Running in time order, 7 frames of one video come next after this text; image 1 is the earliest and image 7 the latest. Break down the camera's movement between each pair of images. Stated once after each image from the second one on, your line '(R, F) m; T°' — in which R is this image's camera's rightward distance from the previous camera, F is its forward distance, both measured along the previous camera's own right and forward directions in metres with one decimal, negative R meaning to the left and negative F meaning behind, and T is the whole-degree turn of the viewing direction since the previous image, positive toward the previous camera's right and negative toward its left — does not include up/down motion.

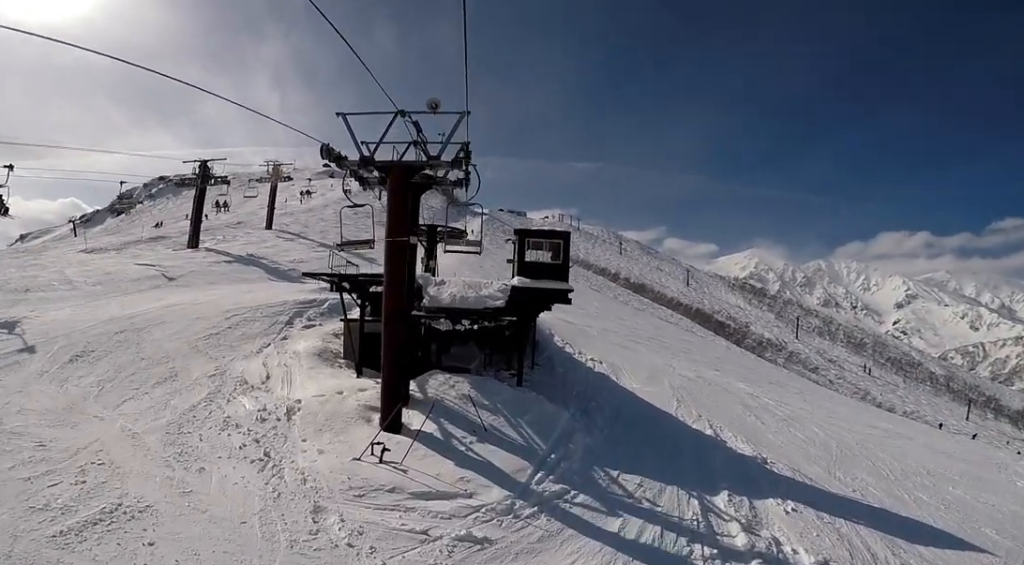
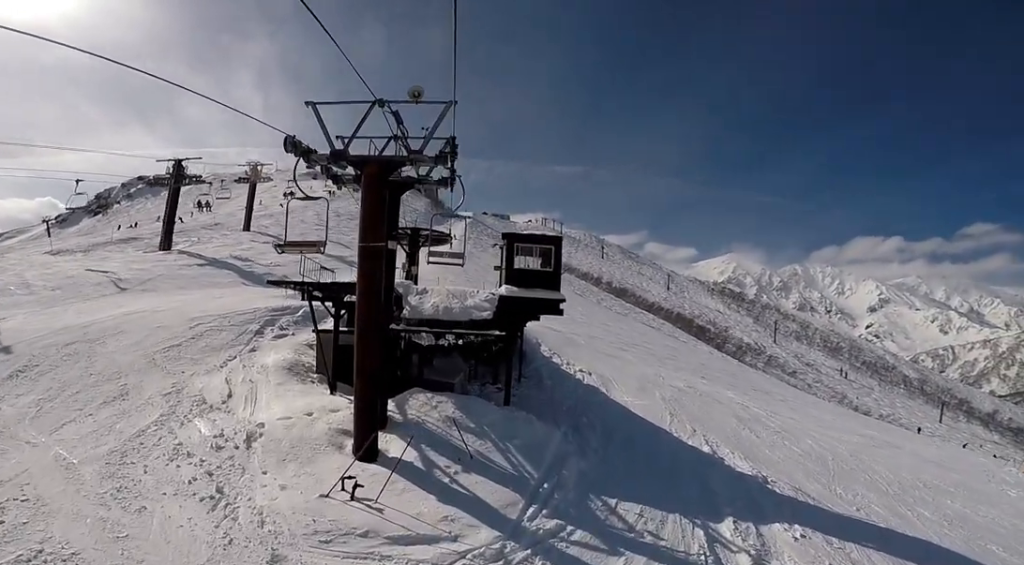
(0.0, +1.4) m; 0°
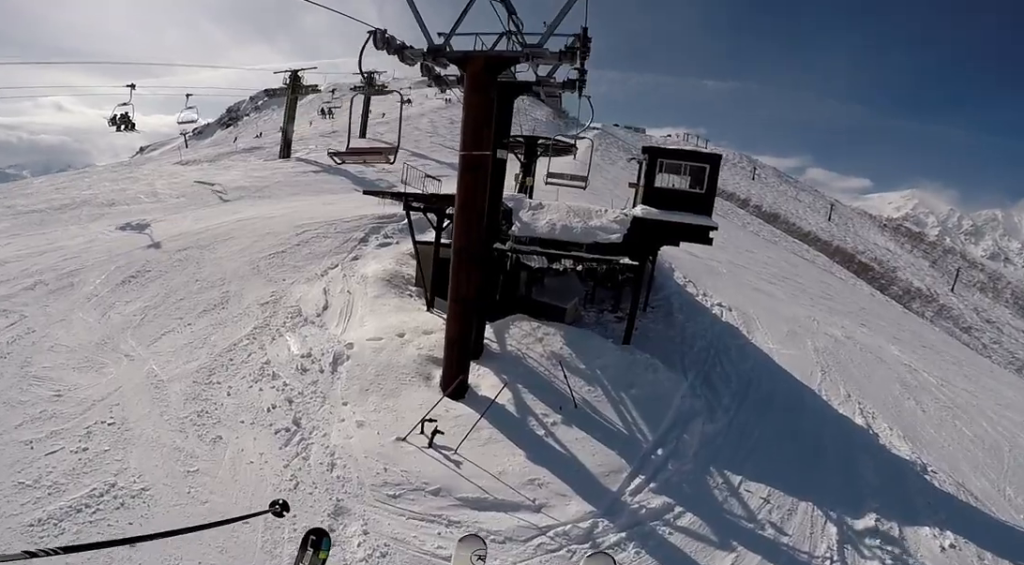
(0.0, +1.4) m; 0°
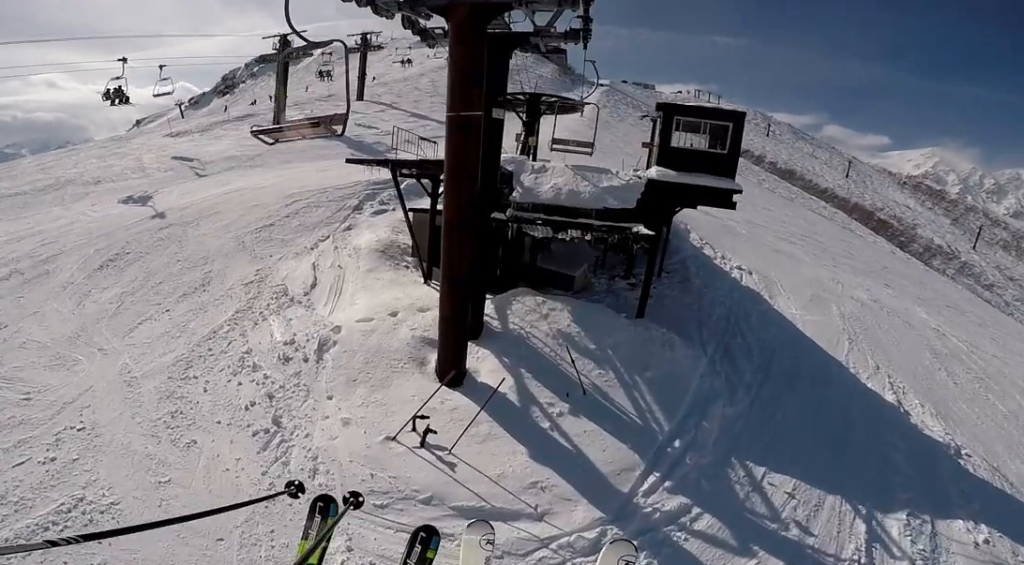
(0.0, +1.0) m; 0°
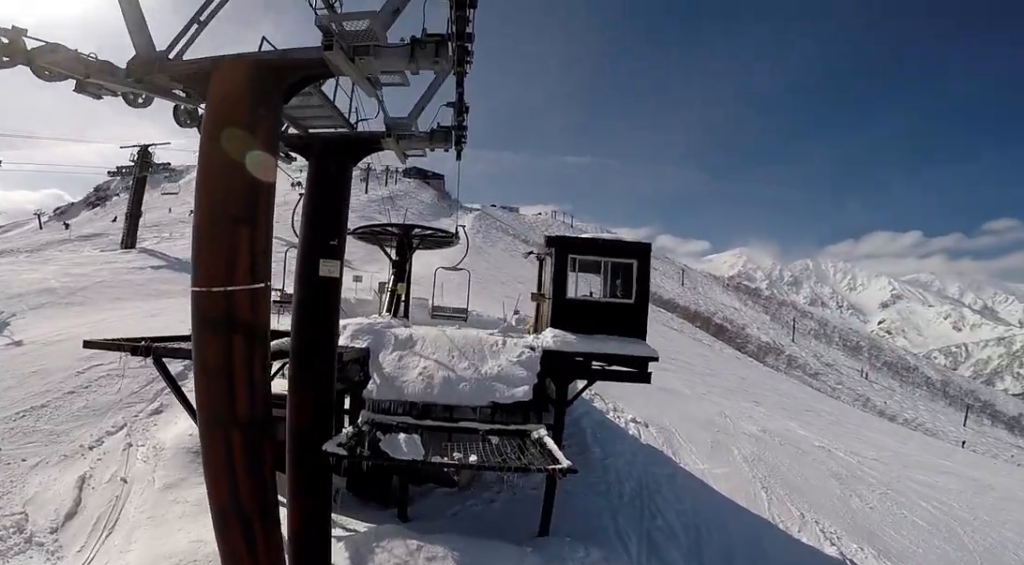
(0.0, +3.7) m; 0°
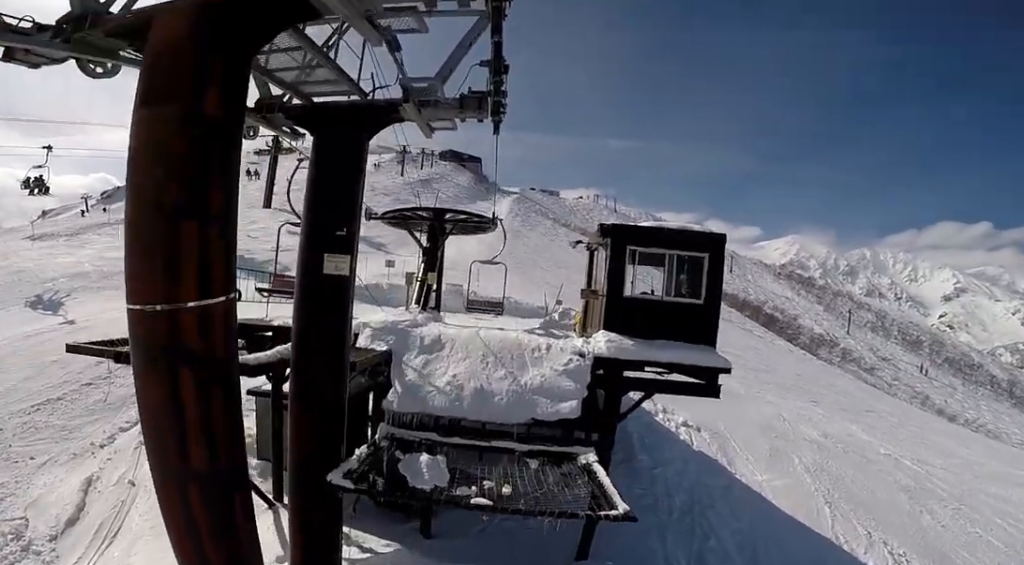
(0.0, +1.1) m; 0°
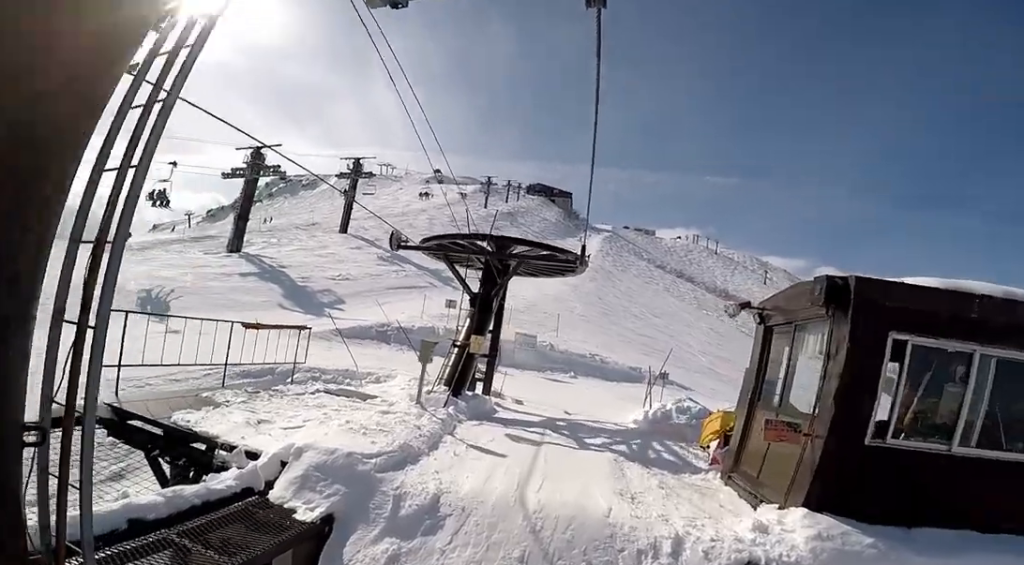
(0.0, +4.0) m; 0°
